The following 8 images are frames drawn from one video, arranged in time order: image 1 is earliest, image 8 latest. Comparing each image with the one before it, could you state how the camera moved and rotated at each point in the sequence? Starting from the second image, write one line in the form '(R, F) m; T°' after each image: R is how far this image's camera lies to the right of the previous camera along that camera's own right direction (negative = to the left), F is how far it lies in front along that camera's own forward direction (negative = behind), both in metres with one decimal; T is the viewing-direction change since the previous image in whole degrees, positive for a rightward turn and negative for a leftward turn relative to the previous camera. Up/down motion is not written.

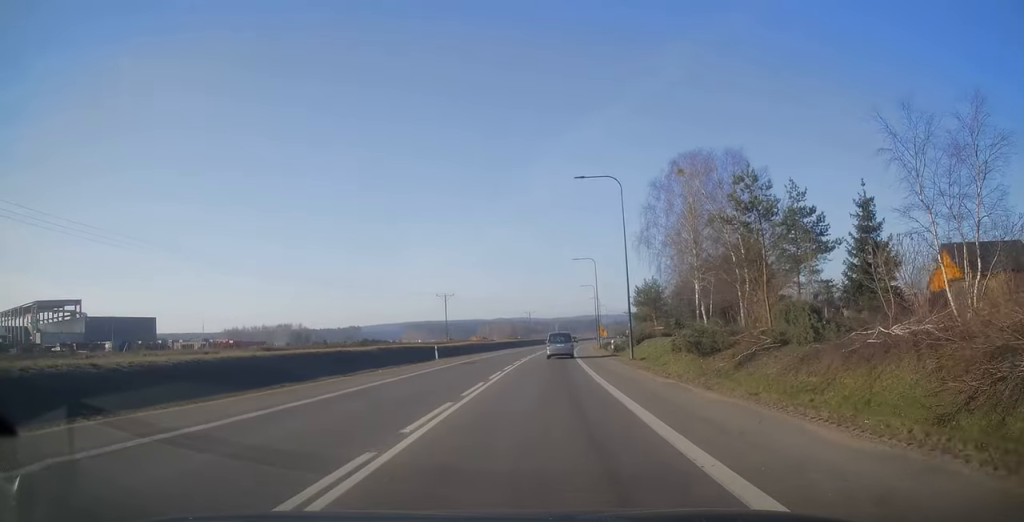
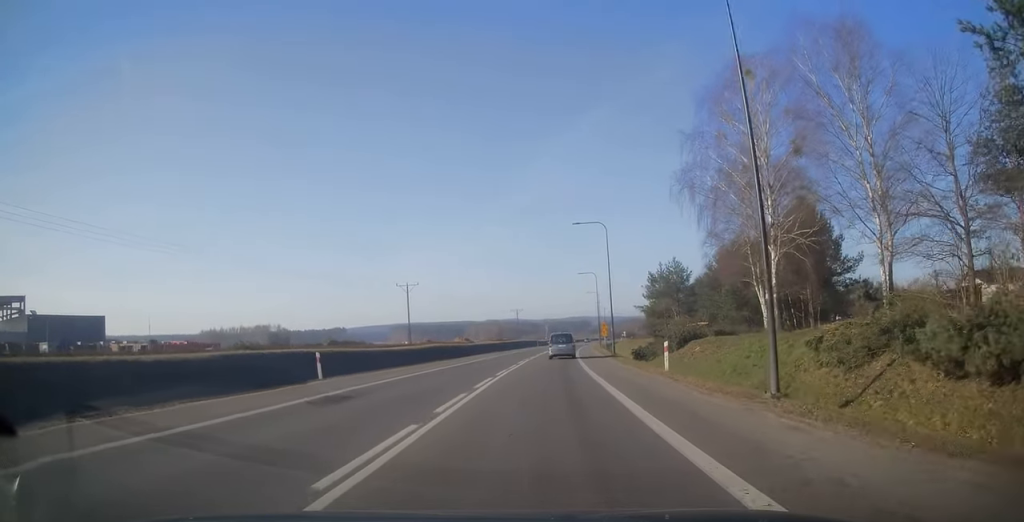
(+0.1, +21.7) m; +1°
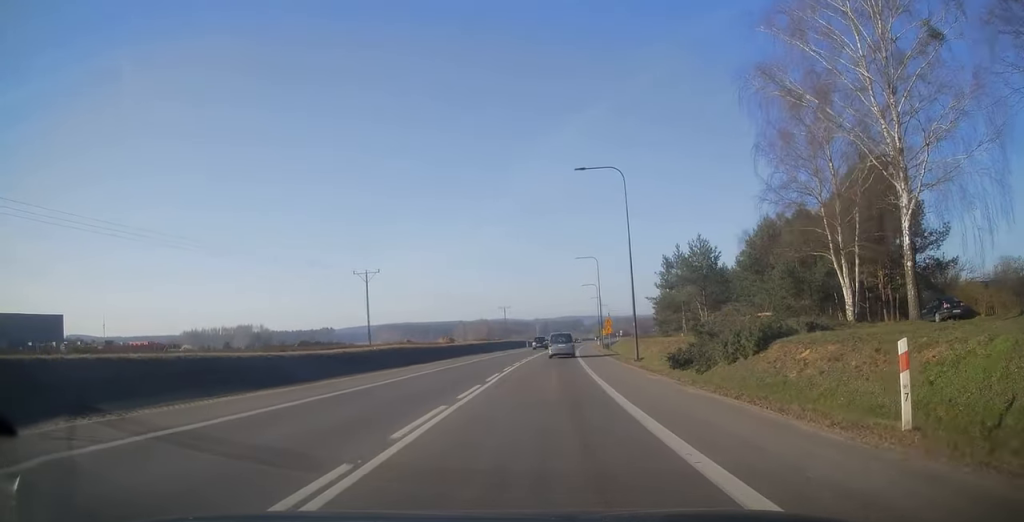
(+0.3, +15.1) m; +1°
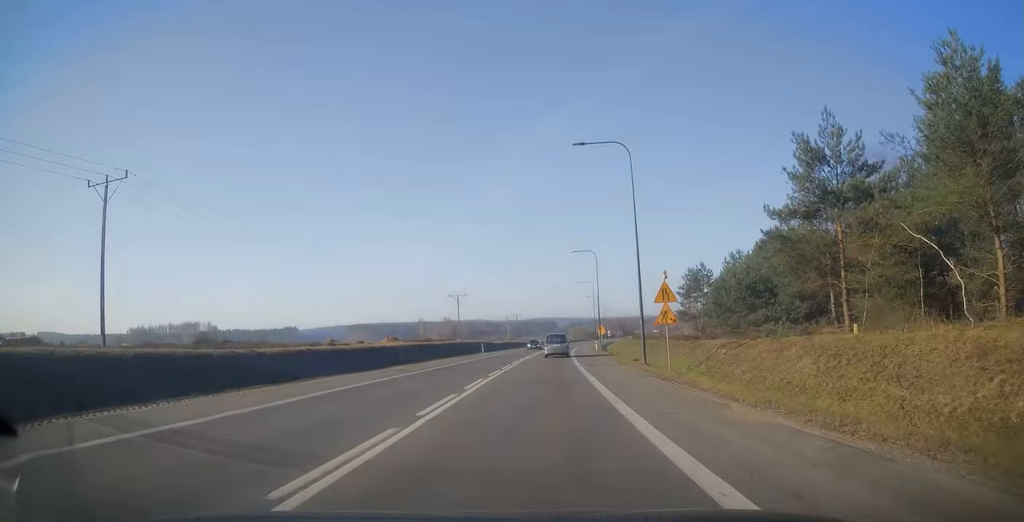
(+0.7, +39.7) m; +2°
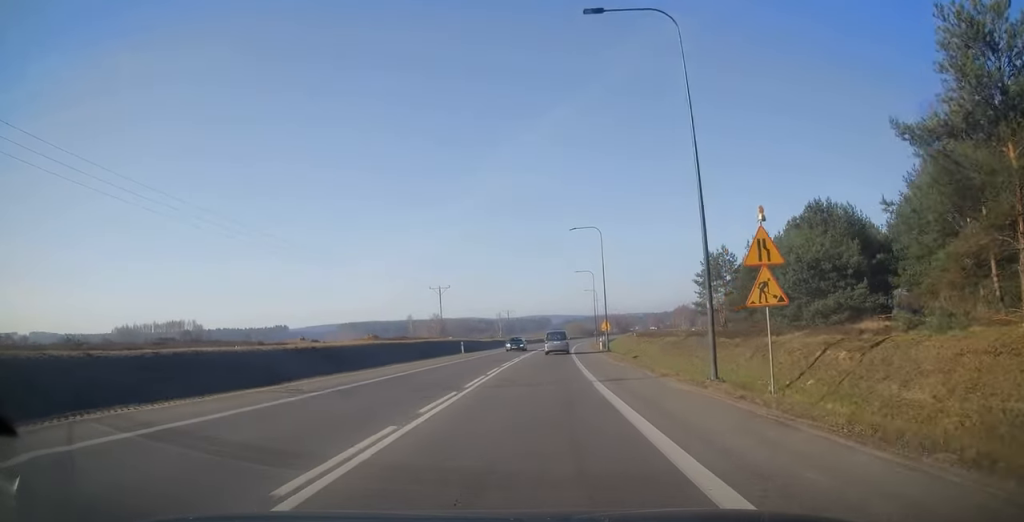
(+0.1, +11.8) m; 0°
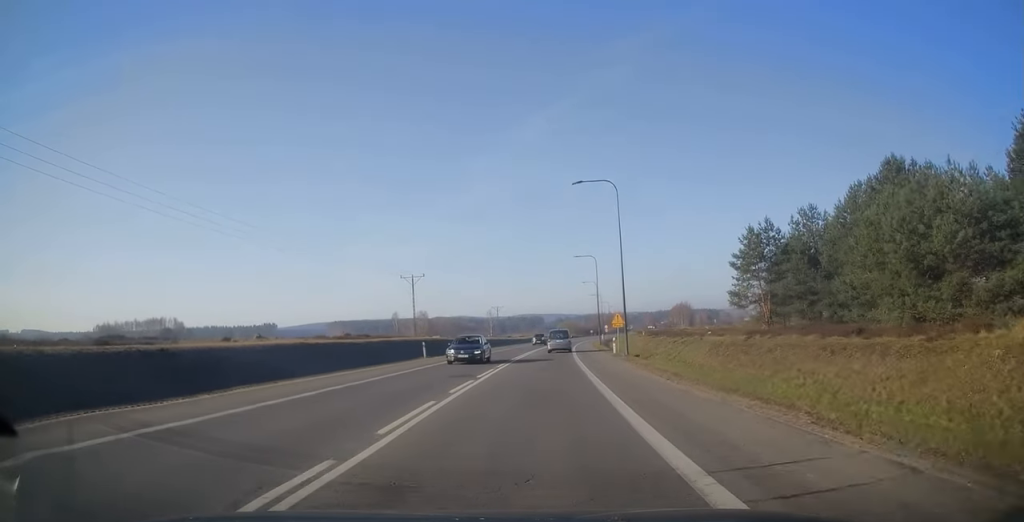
(0.0, +14.8) m; 0°
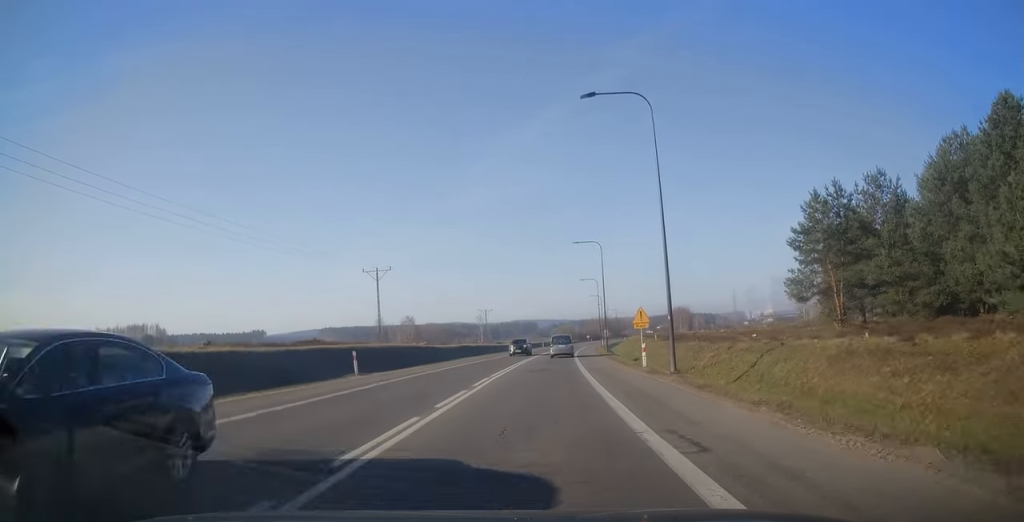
(0.0, +13.8) m; +1°
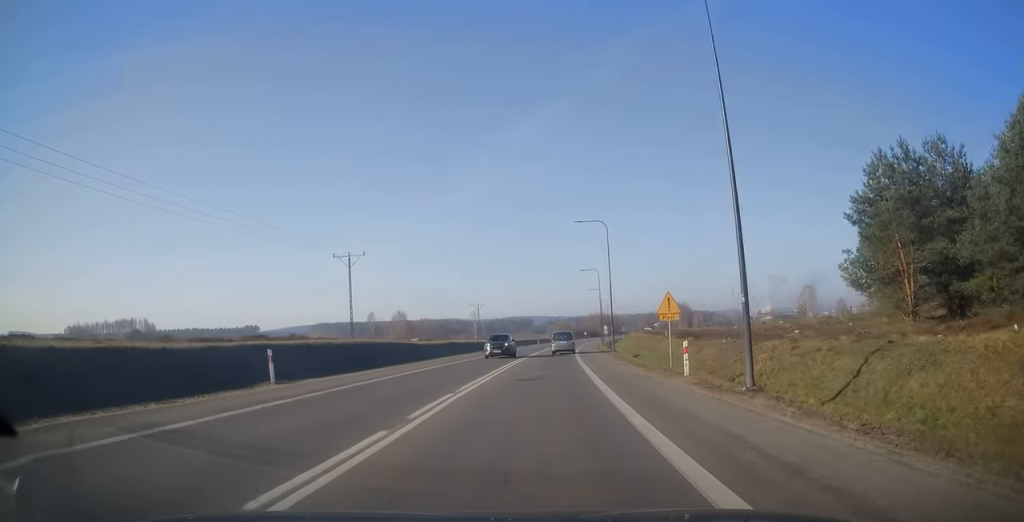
(+0.1, +8.2) m; +1°
